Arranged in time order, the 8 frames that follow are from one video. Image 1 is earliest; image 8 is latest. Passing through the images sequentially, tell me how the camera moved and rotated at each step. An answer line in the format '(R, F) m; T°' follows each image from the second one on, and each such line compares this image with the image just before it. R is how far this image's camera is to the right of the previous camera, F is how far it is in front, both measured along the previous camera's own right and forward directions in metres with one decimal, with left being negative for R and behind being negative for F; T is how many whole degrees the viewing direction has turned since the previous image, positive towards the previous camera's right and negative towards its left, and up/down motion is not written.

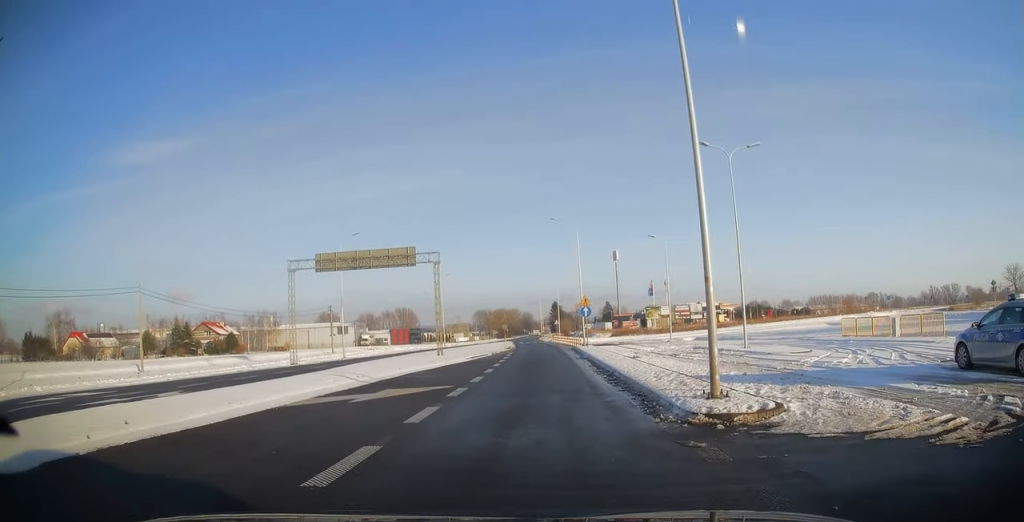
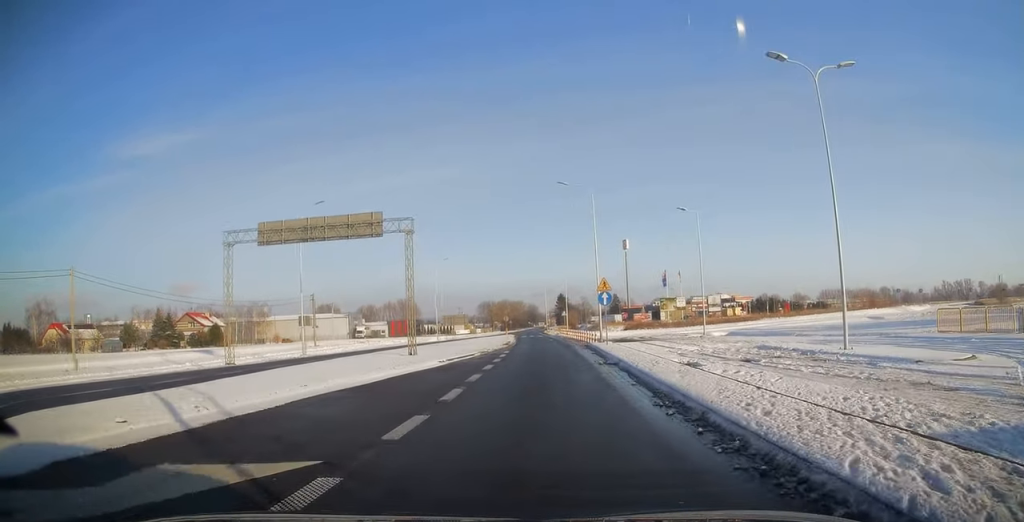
(0.0, +9.8) m; -1°
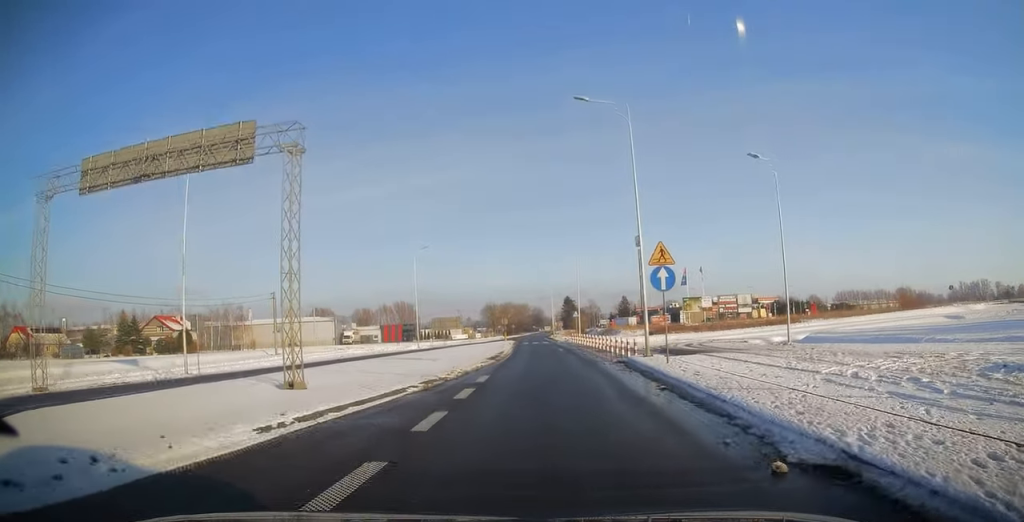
(-0.2, +15.3) m; -1°
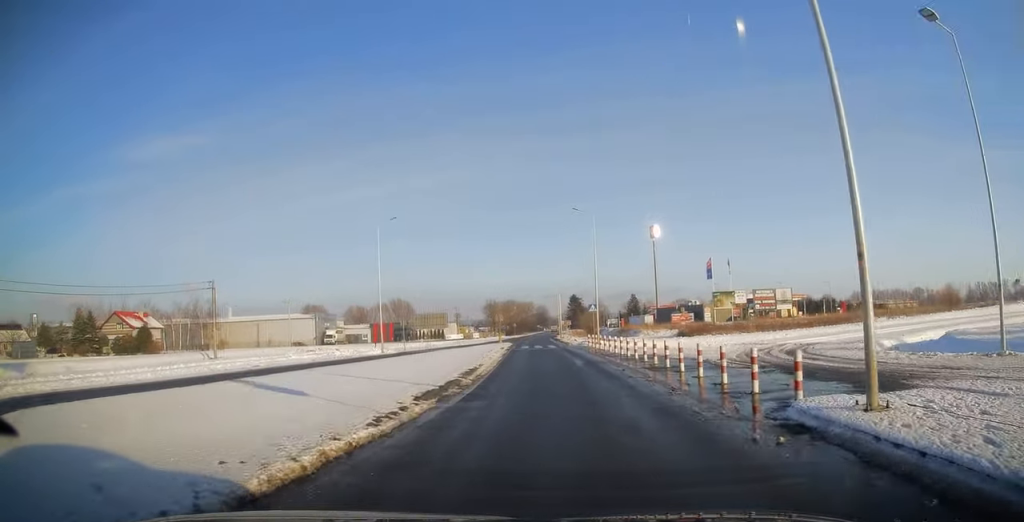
(0.0, +15.8) m; 0°
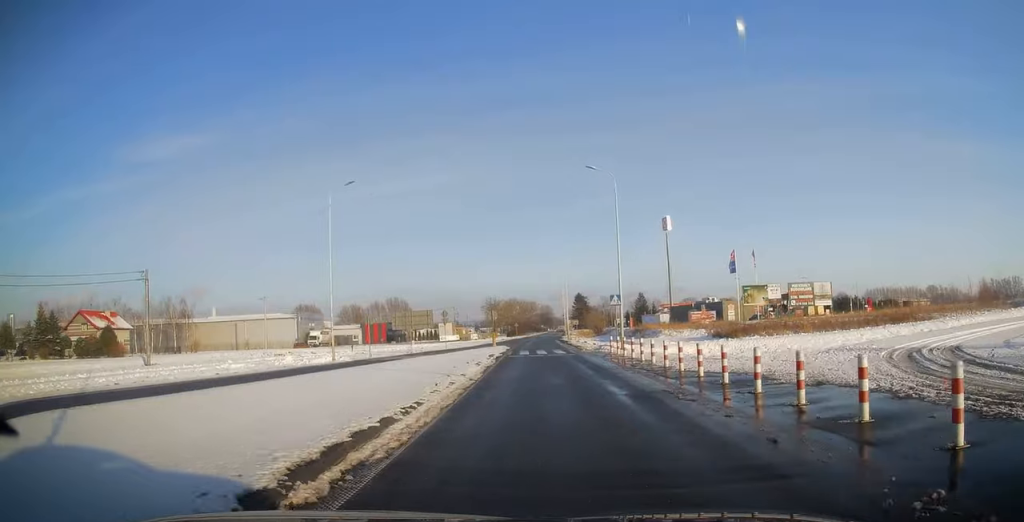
(+0.1, +11.9) m; 0°
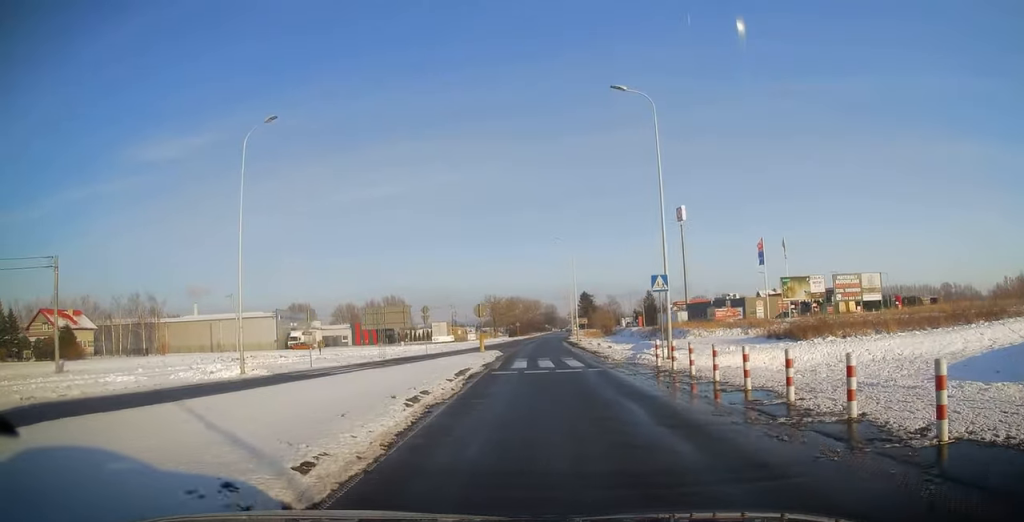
(-0.3, +11.6) m; 0°
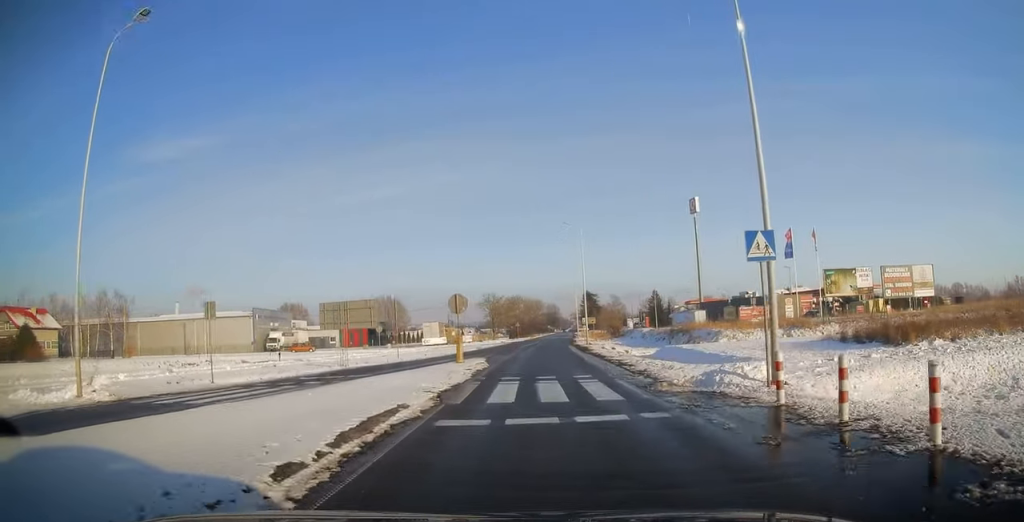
(+0.3, +10.0) m; 0°
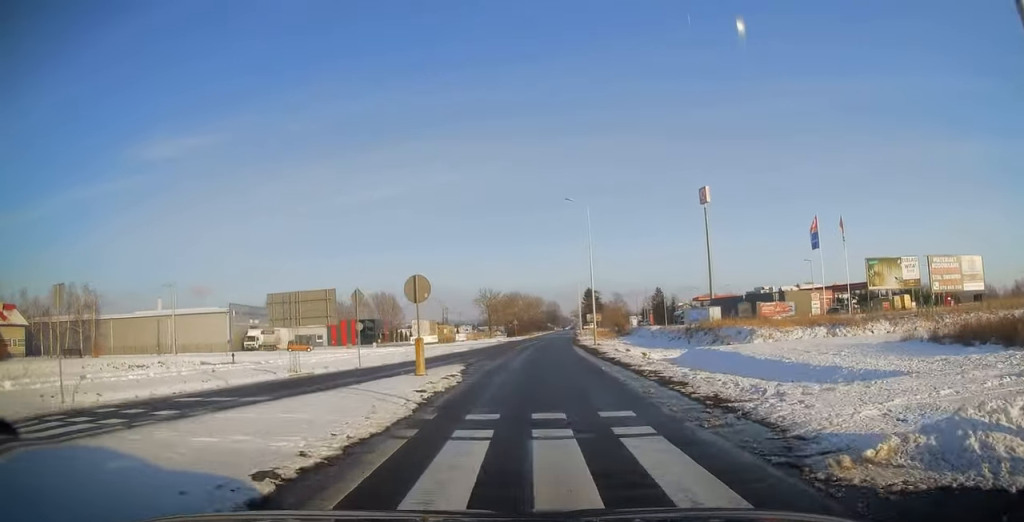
(+0.1, +8.0) m; 0°
